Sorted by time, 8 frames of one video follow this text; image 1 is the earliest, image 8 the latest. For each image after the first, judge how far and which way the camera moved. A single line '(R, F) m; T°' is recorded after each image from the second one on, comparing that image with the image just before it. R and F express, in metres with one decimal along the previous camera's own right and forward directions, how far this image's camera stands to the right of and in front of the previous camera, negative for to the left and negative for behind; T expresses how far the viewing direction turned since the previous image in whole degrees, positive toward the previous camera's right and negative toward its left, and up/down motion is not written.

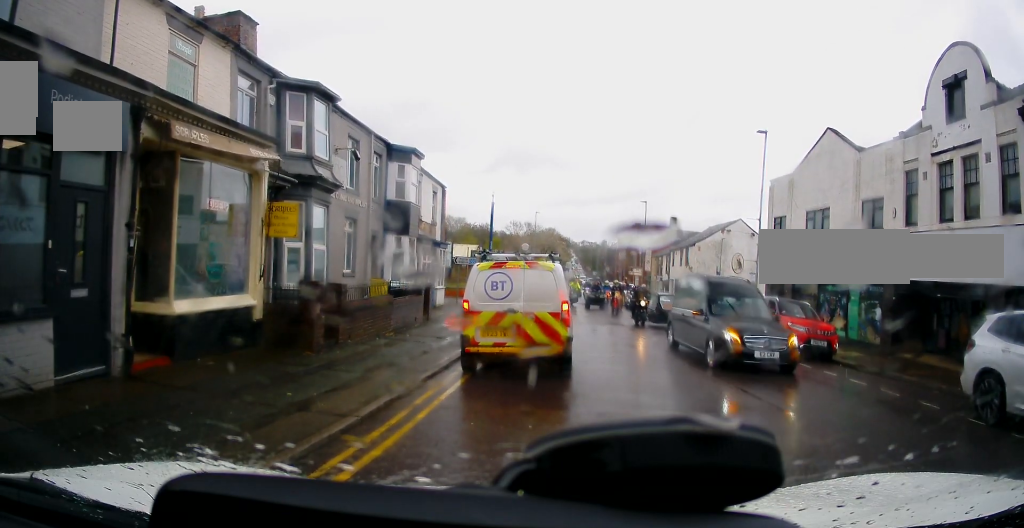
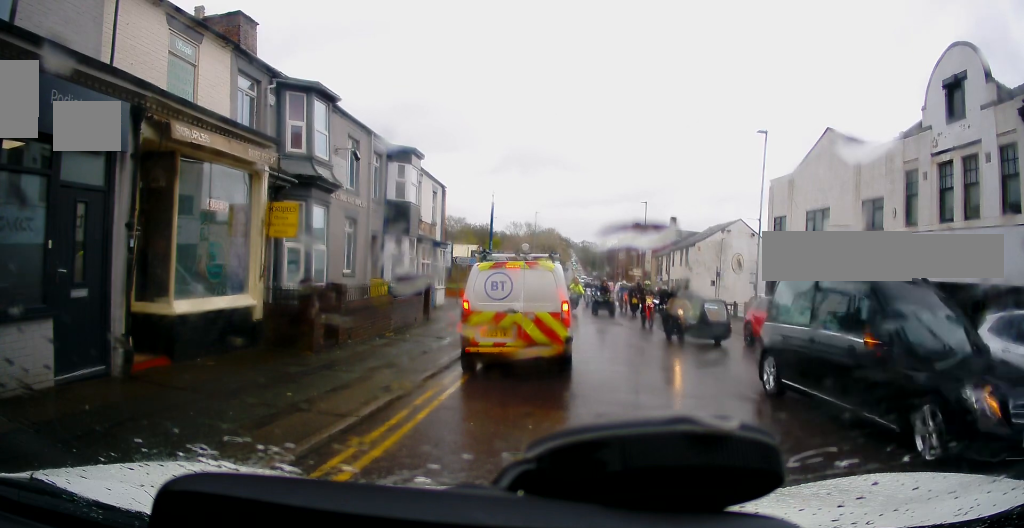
(0.0, 0.0) m; 0°
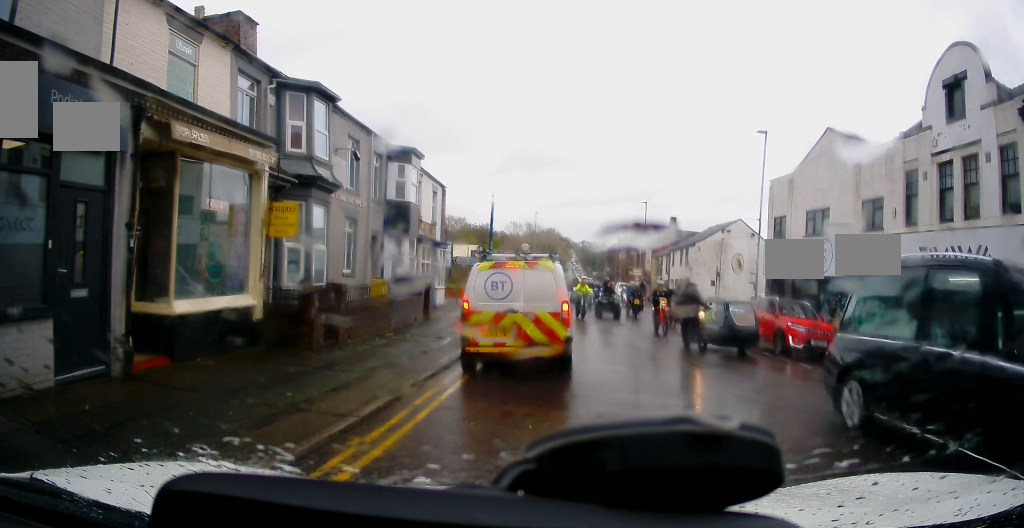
(0.0, 0.0) m; 0°
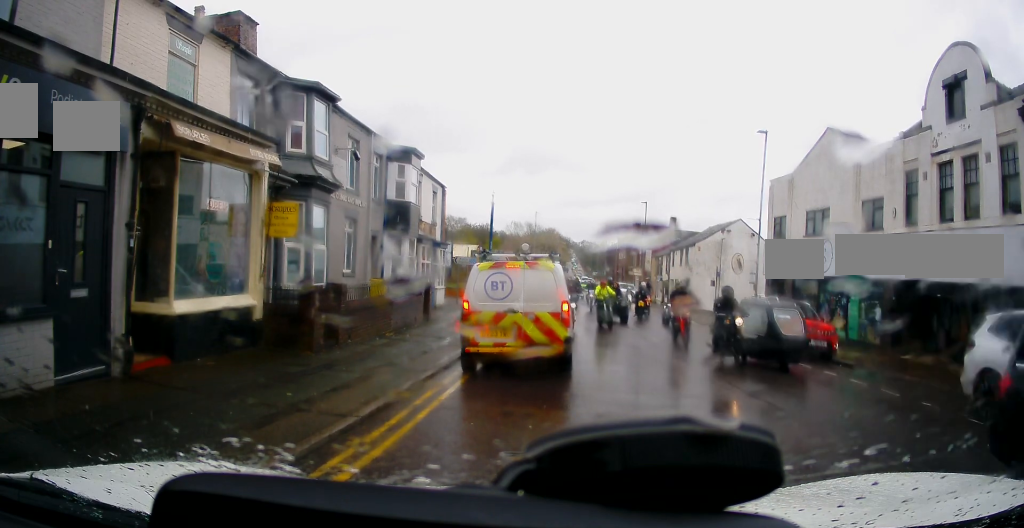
(0.0, 0.0) m; 0°
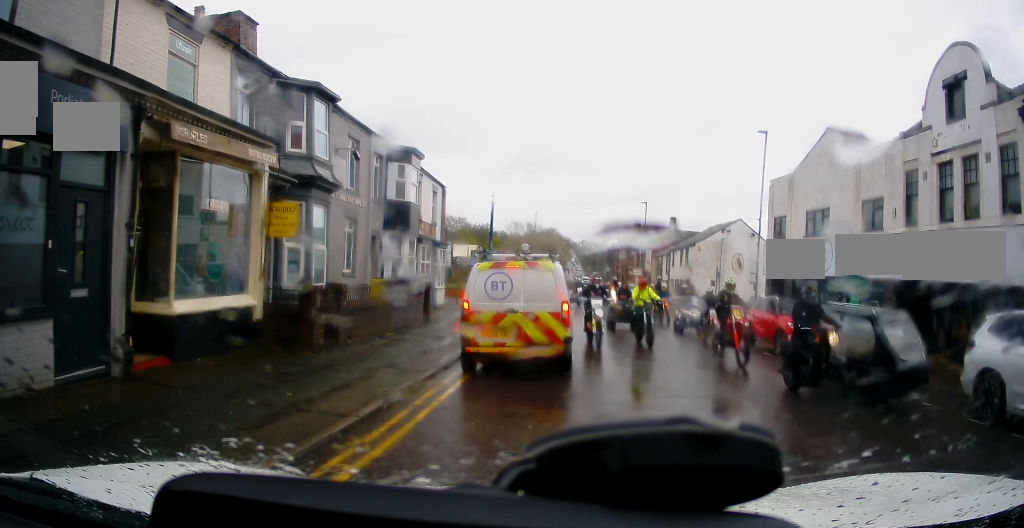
(0.0, 0.0) m; 0°
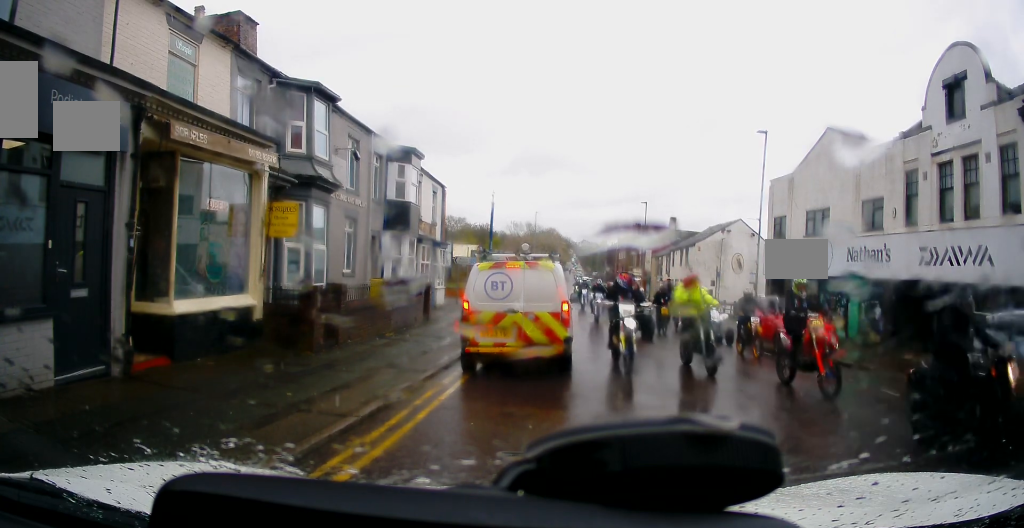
(0.0, 0.0) m; 0°
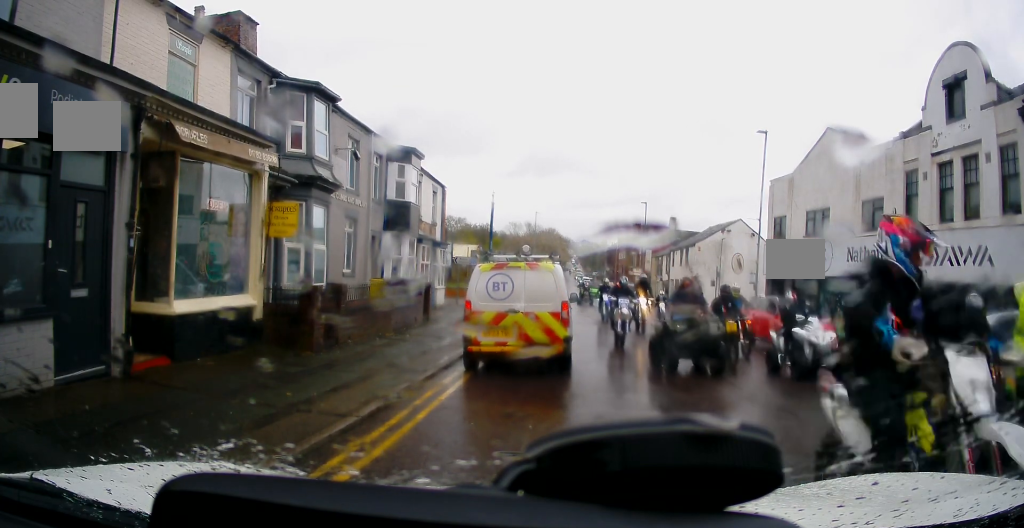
(0.0, 0.0) m; 0°
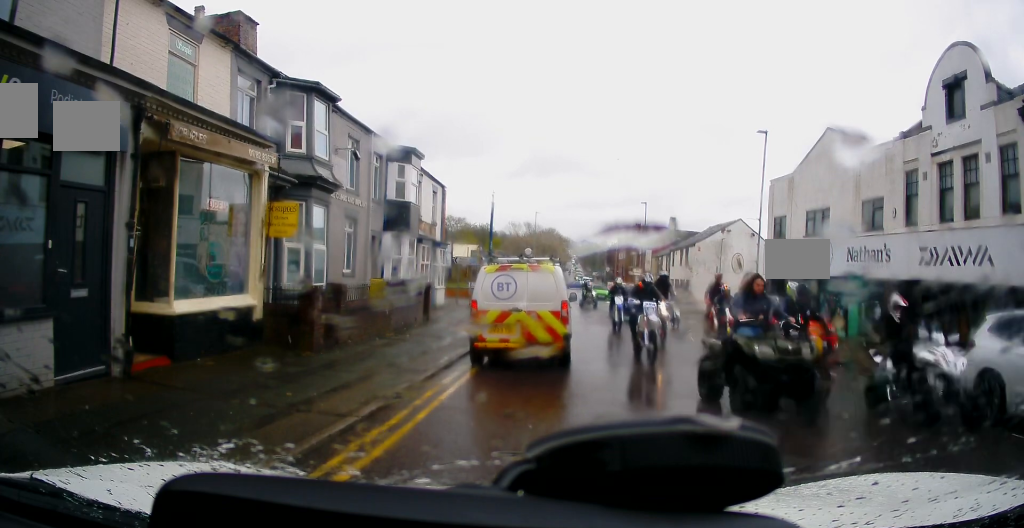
(0.0, 0.0) m; 0°
